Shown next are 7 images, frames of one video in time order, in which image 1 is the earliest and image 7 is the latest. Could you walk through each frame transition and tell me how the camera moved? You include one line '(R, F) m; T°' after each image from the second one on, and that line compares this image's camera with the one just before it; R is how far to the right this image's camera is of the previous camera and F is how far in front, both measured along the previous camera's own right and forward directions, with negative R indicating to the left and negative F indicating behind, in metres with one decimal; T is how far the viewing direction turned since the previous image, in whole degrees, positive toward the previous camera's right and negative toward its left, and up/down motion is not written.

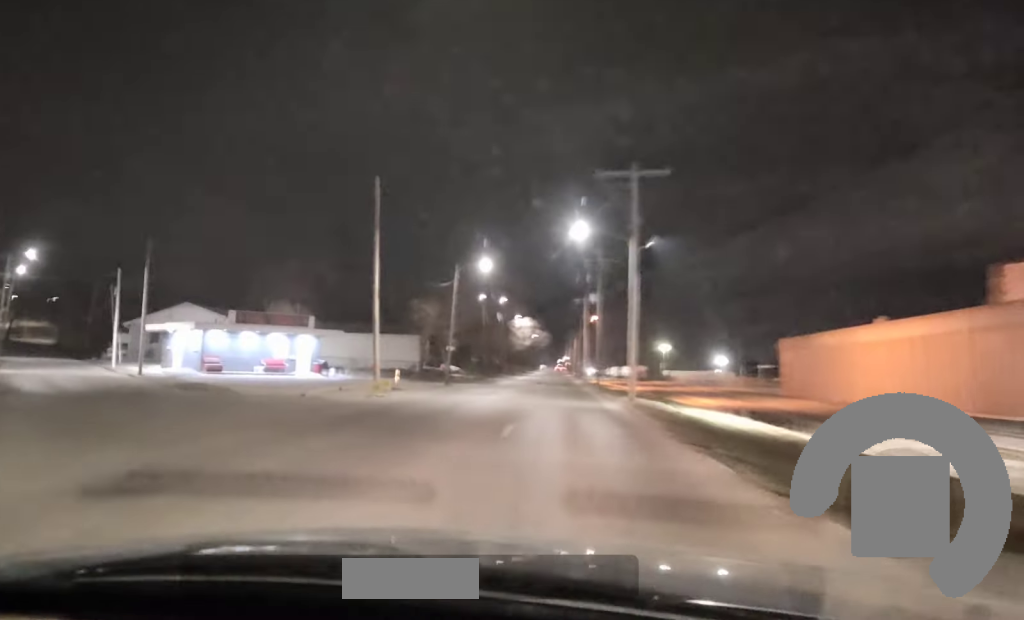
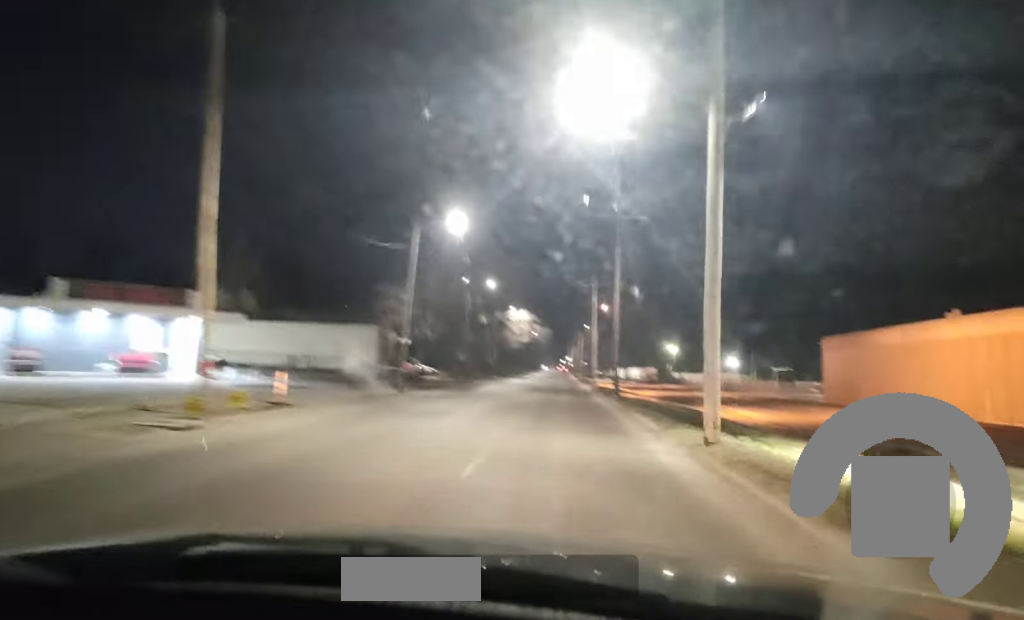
(+0.2, +19.4) m; 0°
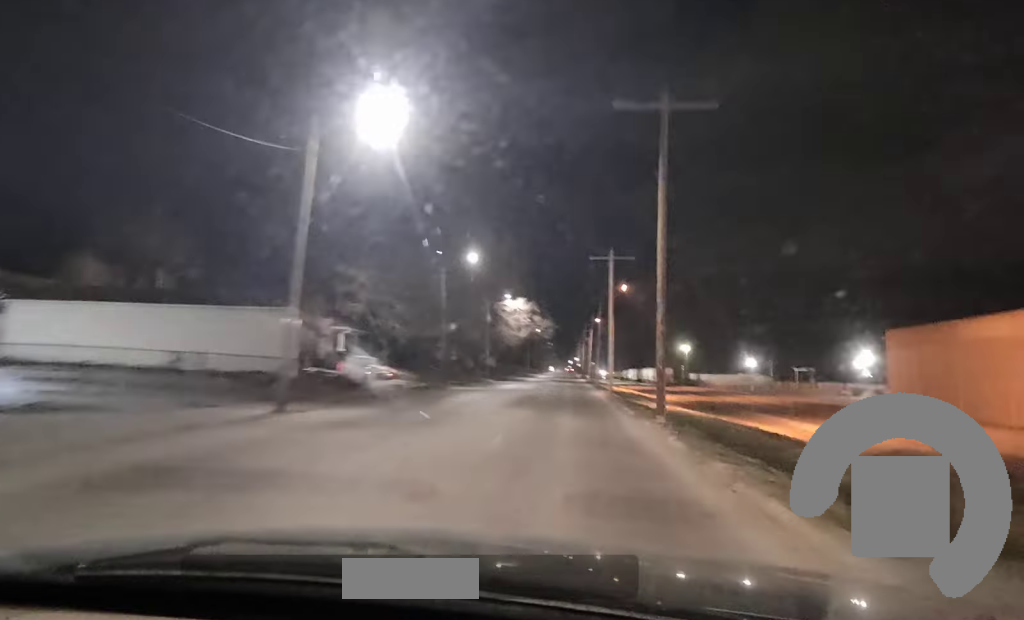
(-0.2, +19.2) m; -2°
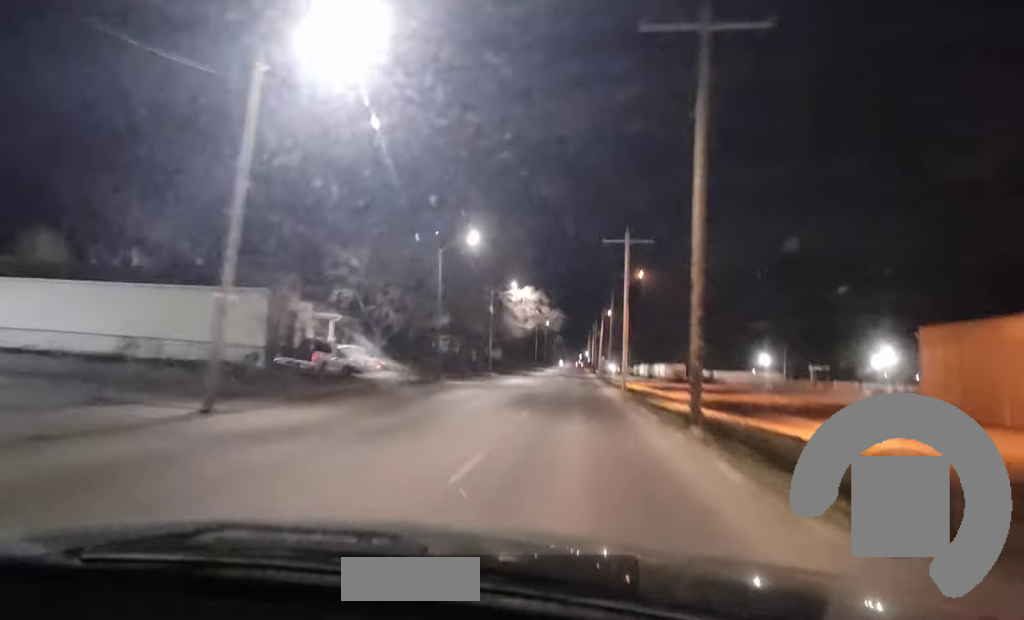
(0.0, +5.6) m; -1°
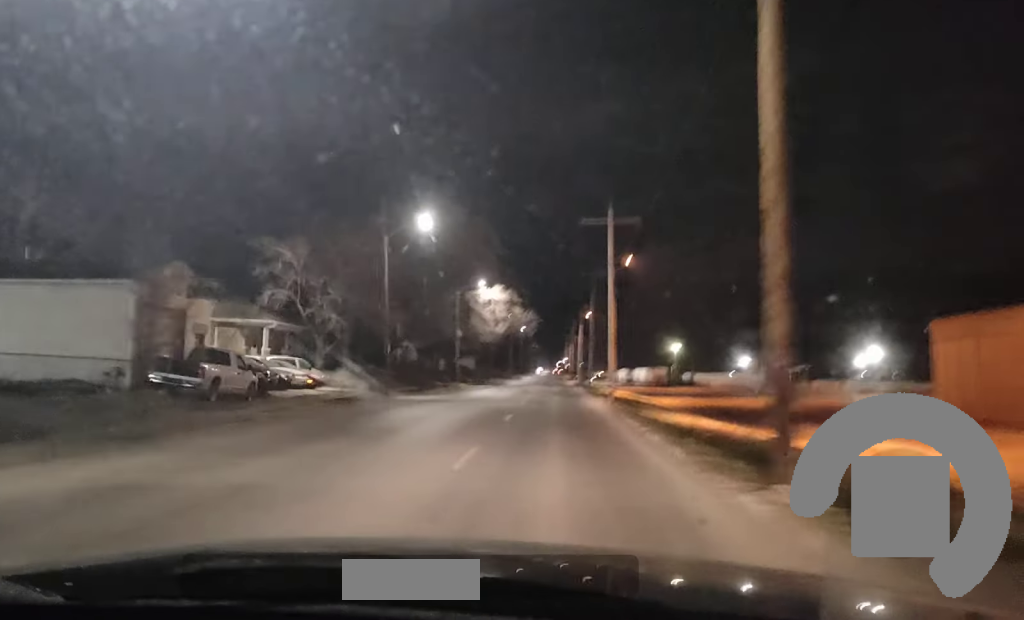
(-0.2, +9.4) m; 0°
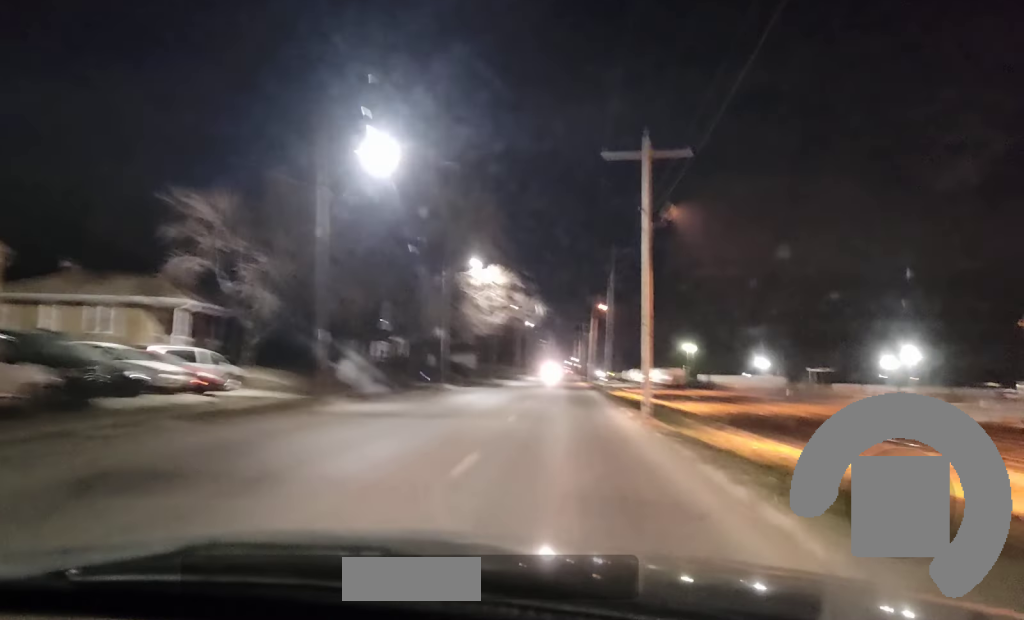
(+0.3, +13.8) m; +2°
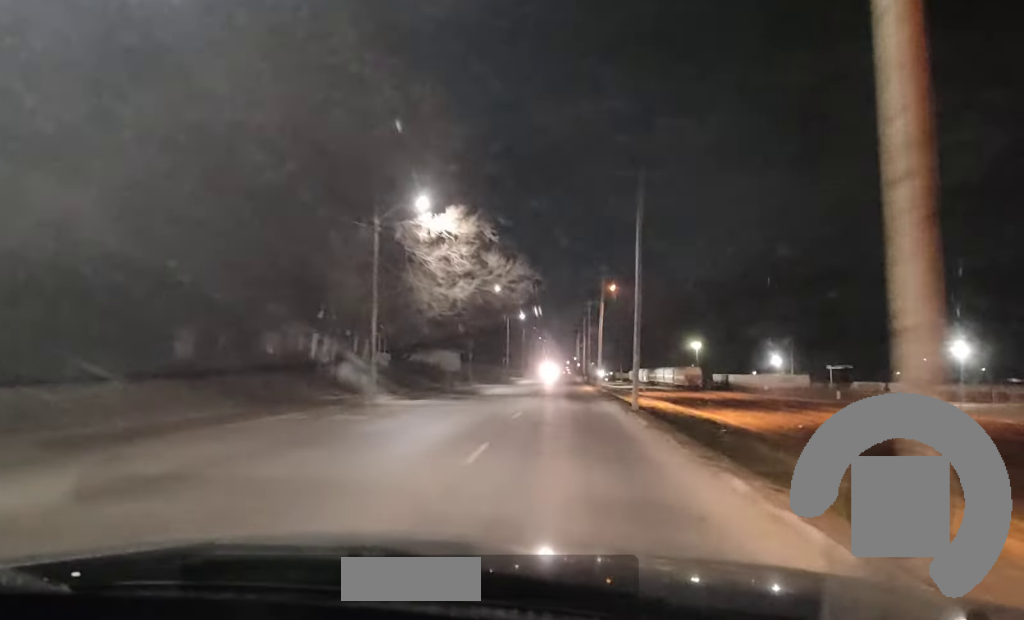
(0.0, +22.1) m; +1°
